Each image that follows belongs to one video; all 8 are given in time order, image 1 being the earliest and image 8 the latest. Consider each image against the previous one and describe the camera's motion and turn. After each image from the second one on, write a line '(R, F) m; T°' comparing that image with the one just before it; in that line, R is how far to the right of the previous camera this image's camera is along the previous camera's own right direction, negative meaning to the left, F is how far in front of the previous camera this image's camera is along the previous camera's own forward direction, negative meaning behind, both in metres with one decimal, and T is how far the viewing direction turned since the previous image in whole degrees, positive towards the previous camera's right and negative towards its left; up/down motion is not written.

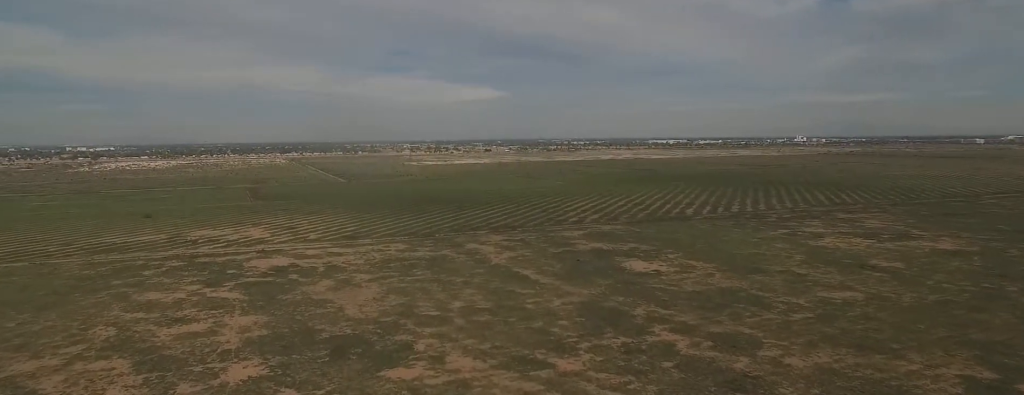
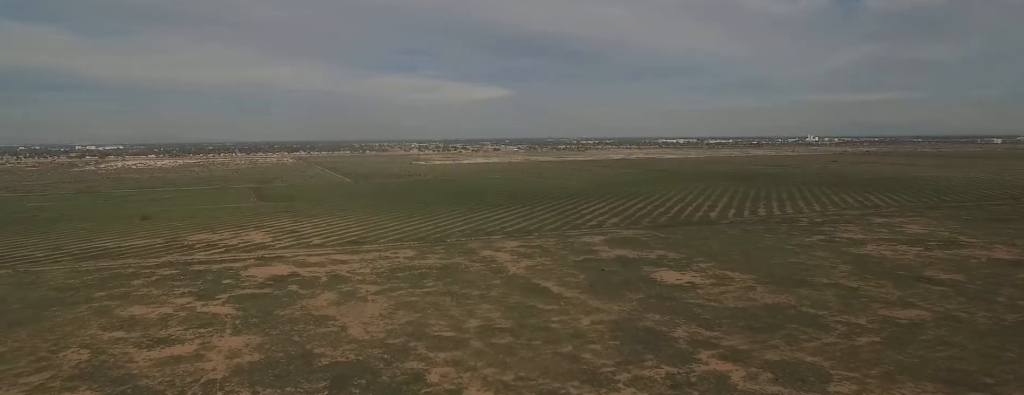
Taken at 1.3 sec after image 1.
(+0.3, +21.0) m; +2°
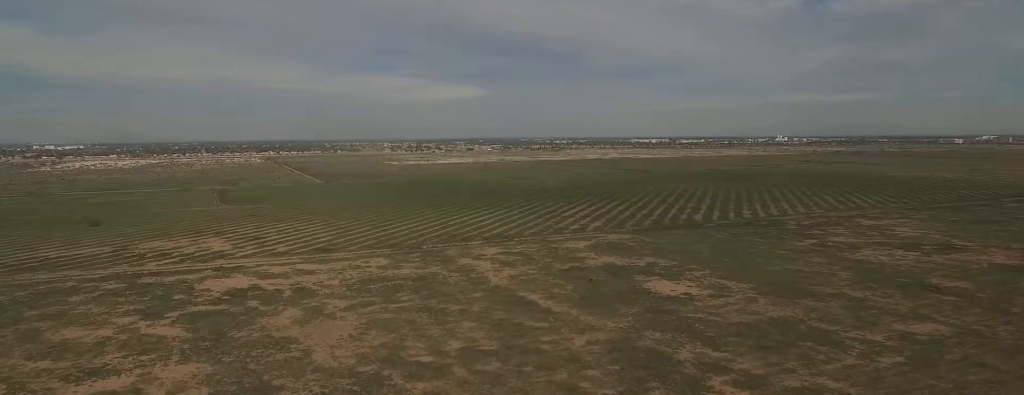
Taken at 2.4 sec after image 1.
(+0.2, +17.9) m; +1°
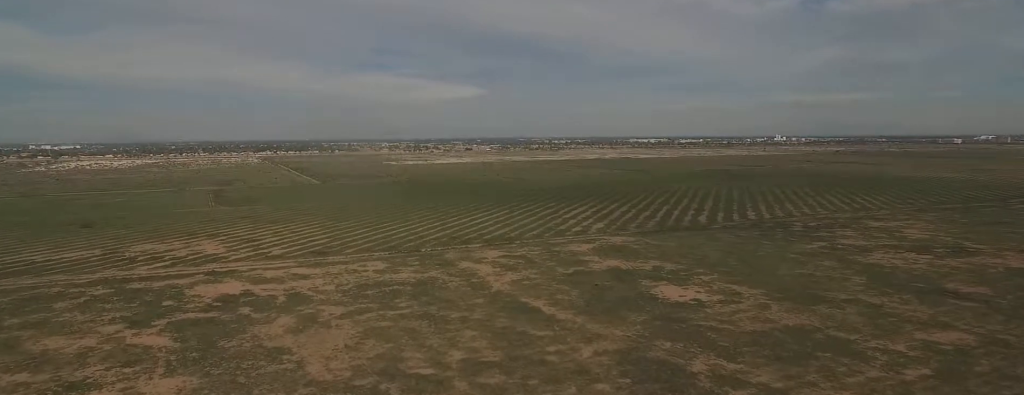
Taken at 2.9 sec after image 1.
(0.0, +8.3) m; 0°
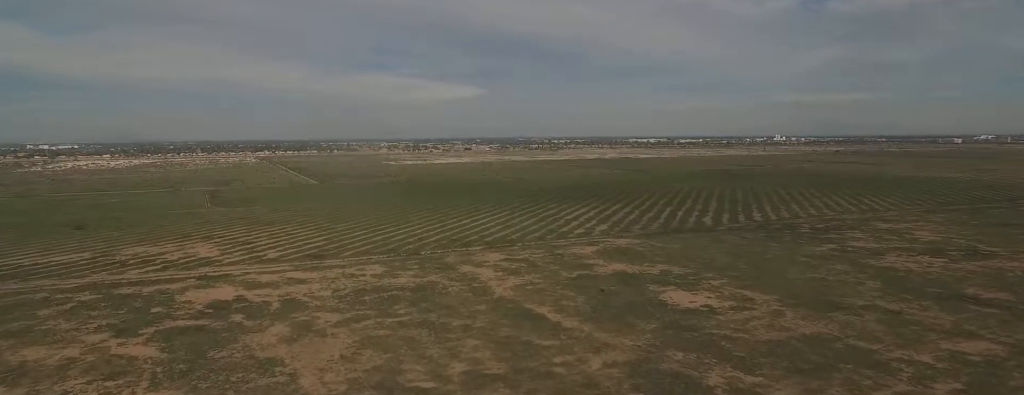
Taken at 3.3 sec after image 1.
(0.0, +8.4) m; 0°
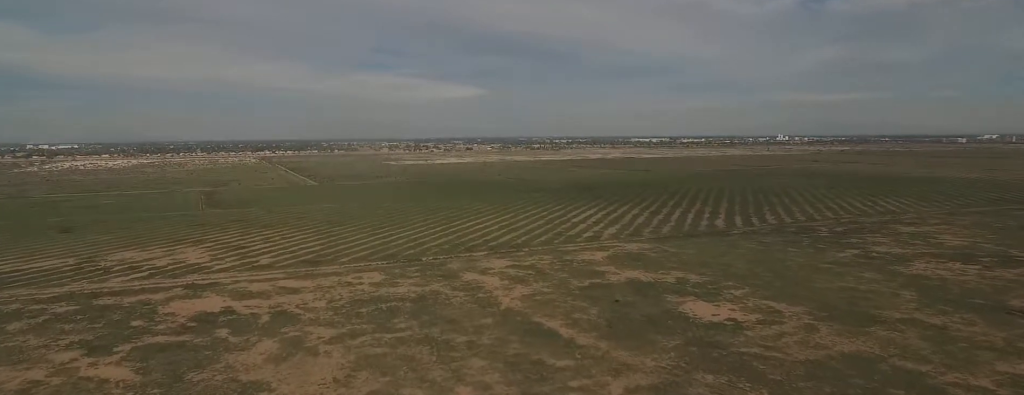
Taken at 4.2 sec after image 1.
(0.0, +12.6) m; 0°
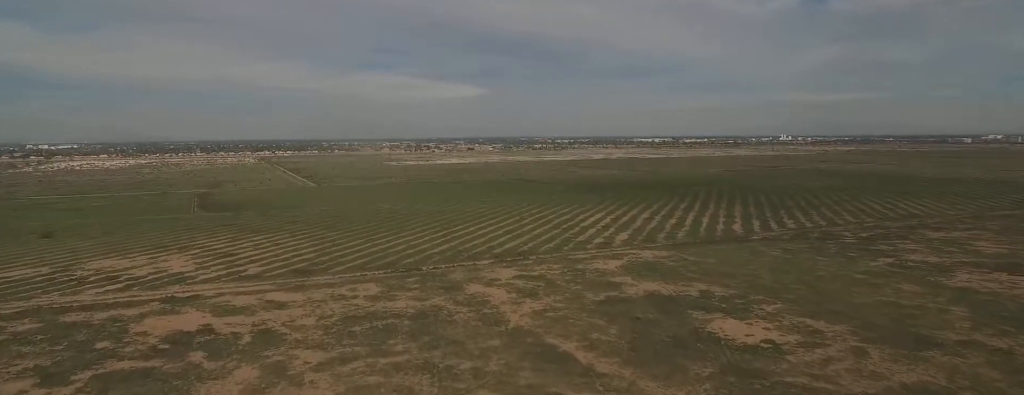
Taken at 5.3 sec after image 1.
(0.0, +17.2) m; 0°
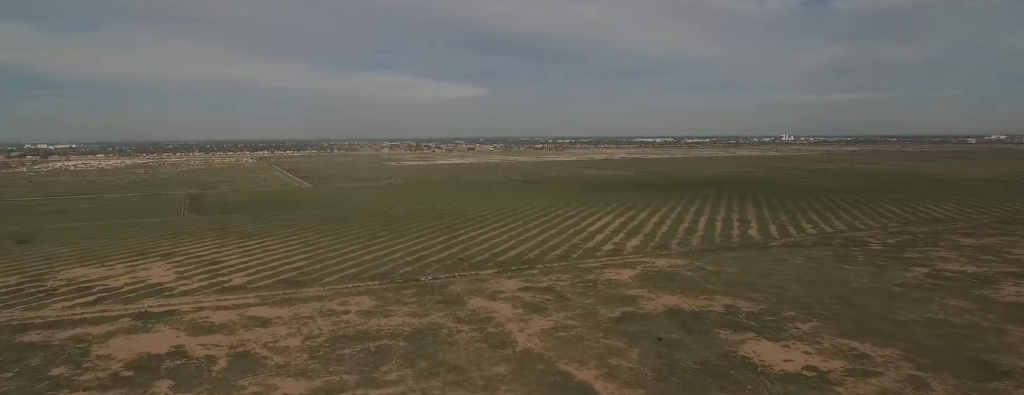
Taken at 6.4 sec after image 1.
(0.0, +17.1) m; 0°
